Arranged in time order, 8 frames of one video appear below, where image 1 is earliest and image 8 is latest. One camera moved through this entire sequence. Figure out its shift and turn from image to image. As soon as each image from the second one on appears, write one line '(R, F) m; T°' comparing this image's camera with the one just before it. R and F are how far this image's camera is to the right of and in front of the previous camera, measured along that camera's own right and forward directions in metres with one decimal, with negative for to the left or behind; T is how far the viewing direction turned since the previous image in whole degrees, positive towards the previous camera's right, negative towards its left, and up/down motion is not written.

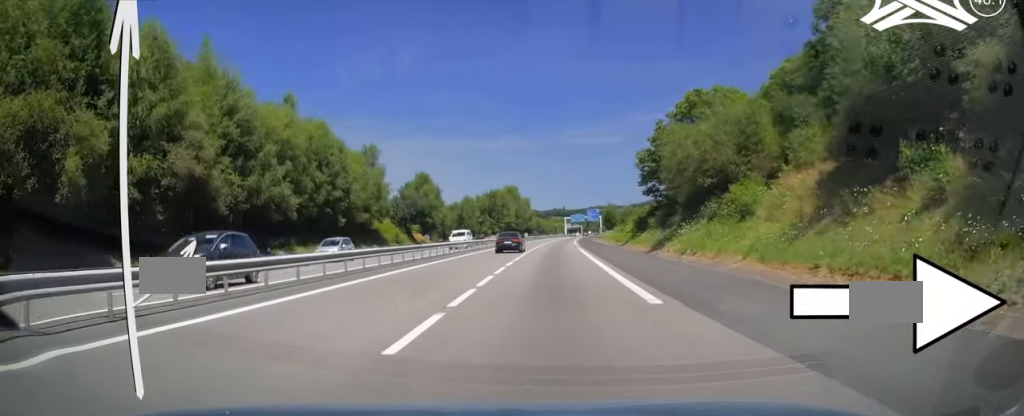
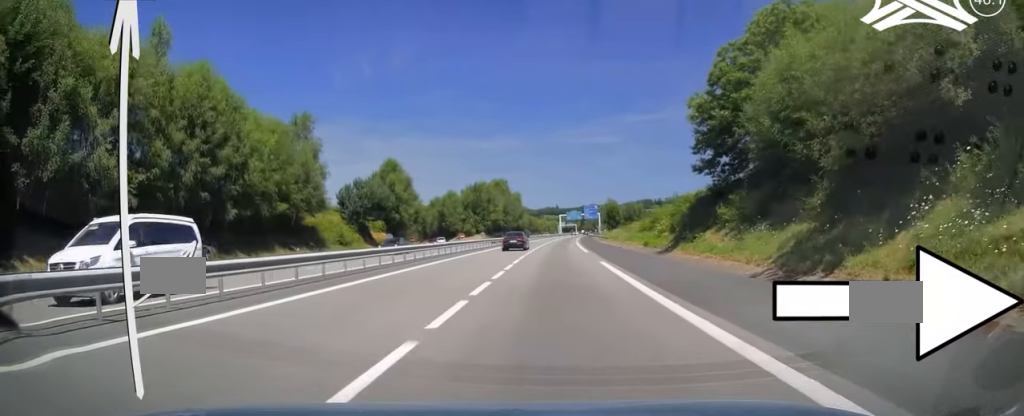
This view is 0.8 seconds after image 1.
(+0.2, +24.4) m; +1°
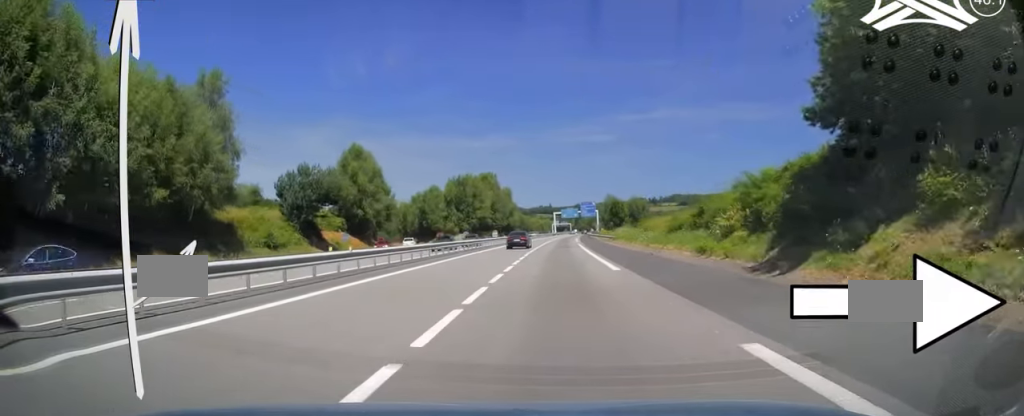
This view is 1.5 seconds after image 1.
(0.0, +18.9) m; +1°
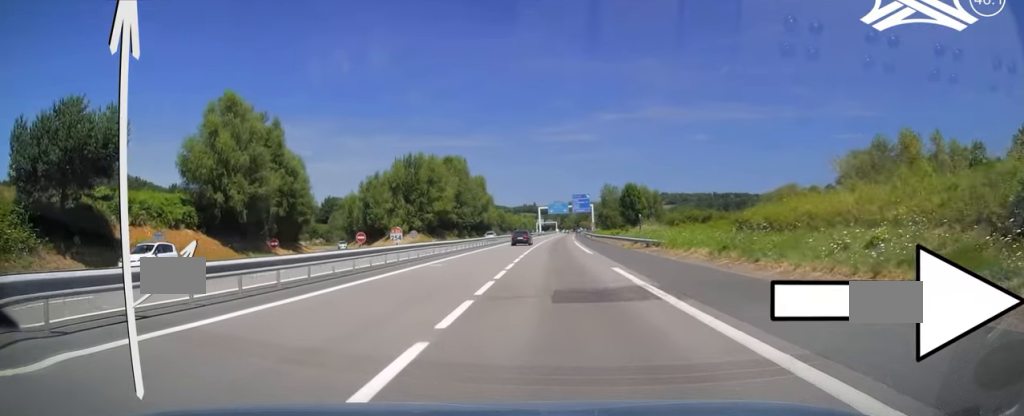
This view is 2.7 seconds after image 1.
(+0.5, +38.4) m; +1°
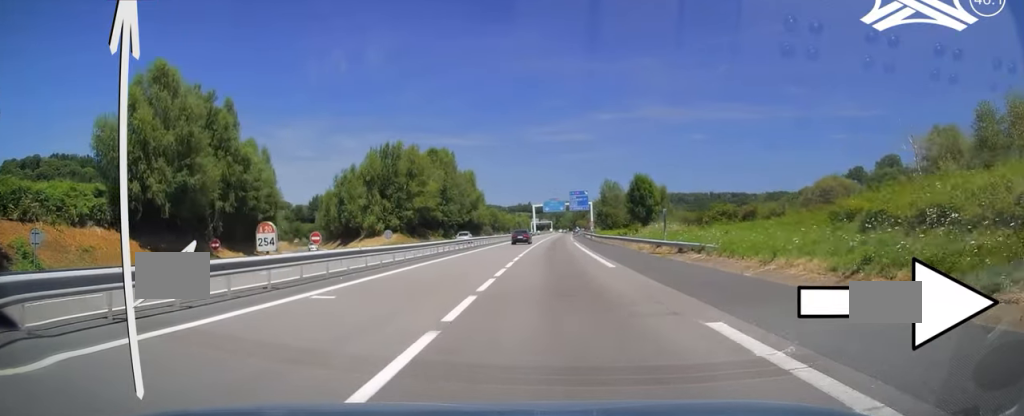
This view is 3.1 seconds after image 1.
(+0.1, +12.5) m; 0°
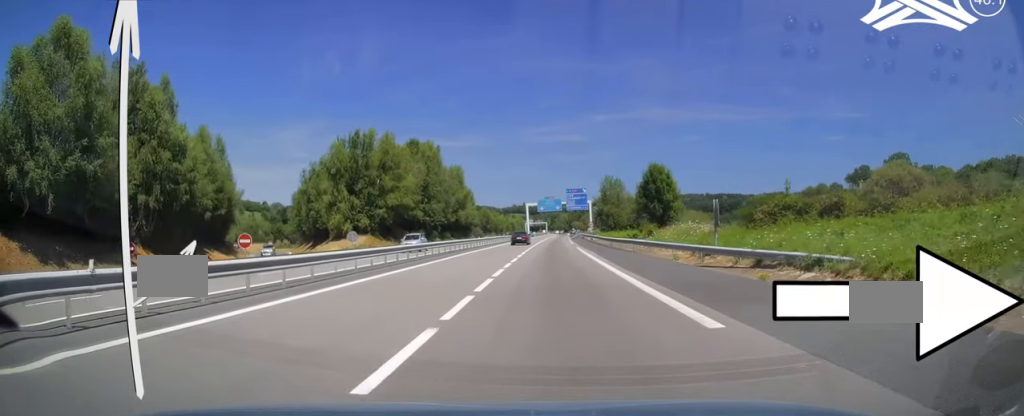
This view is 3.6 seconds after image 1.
(0.0, +13.0) m; 0°
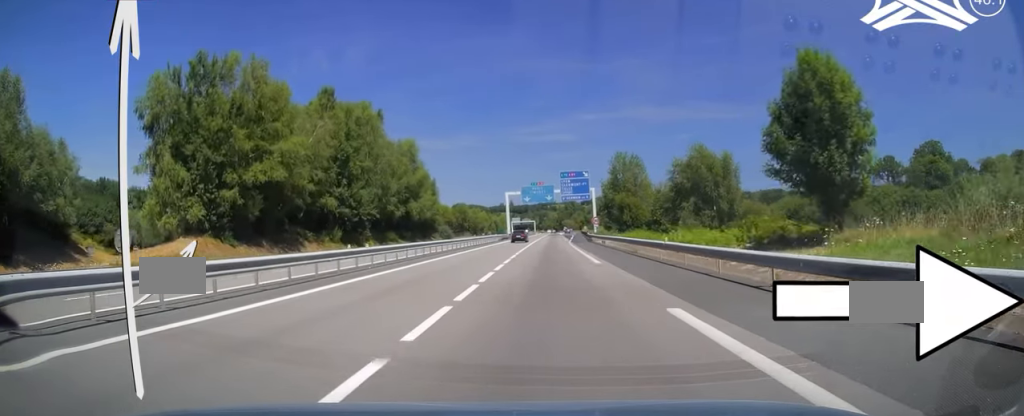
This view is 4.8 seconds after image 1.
(+0.4, +37.4) m; +1°
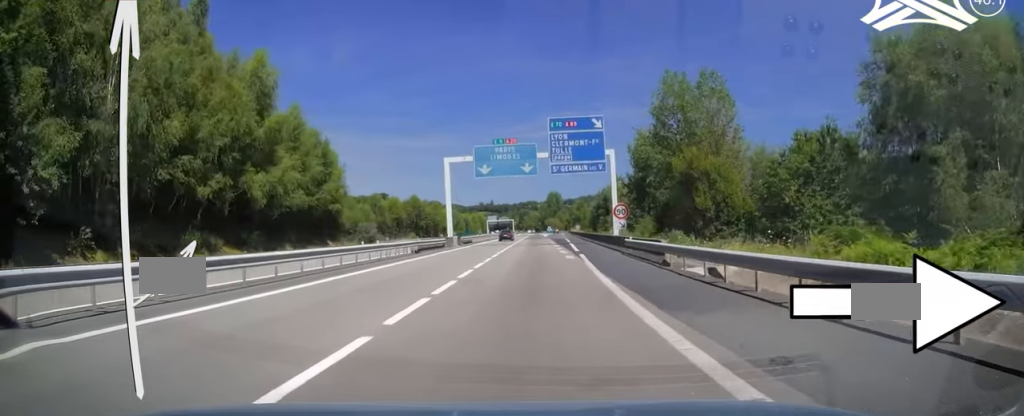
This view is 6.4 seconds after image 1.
(+0.7, +47.6) m; +2°
